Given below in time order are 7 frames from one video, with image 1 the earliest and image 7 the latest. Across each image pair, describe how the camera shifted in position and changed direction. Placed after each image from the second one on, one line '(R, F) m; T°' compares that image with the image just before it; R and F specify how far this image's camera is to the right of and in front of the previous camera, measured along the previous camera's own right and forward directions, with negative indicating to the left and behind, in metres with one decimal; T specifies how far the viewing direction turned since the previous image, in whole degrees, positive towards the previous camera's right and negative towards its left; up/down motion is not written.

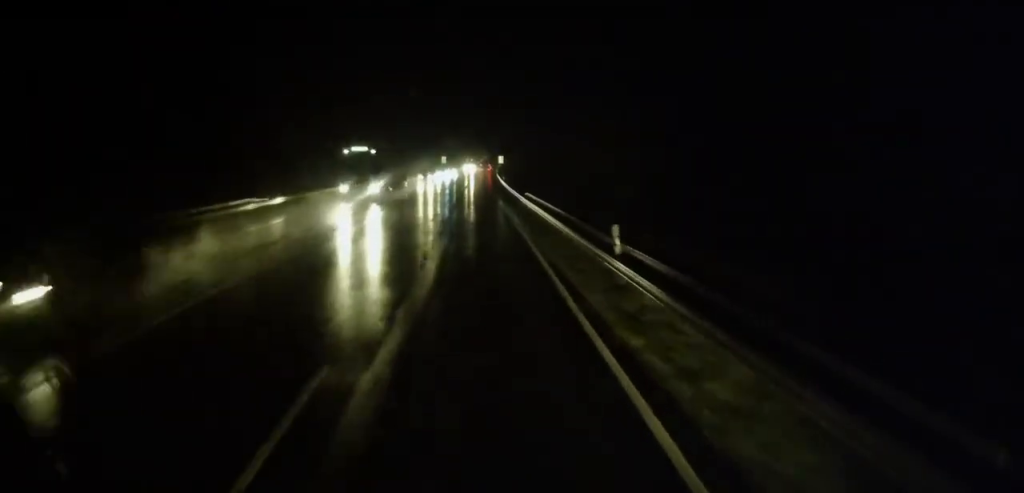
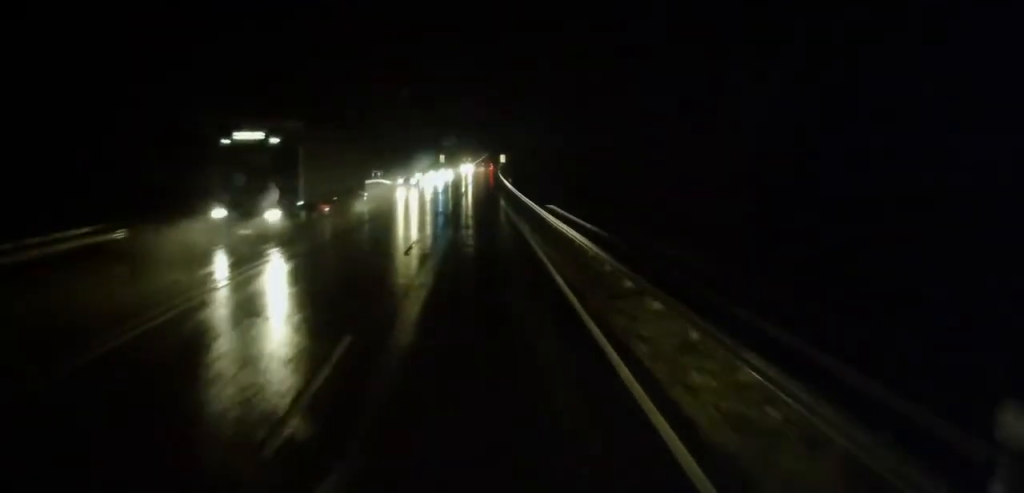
(0.0, +10.5) m; 0°
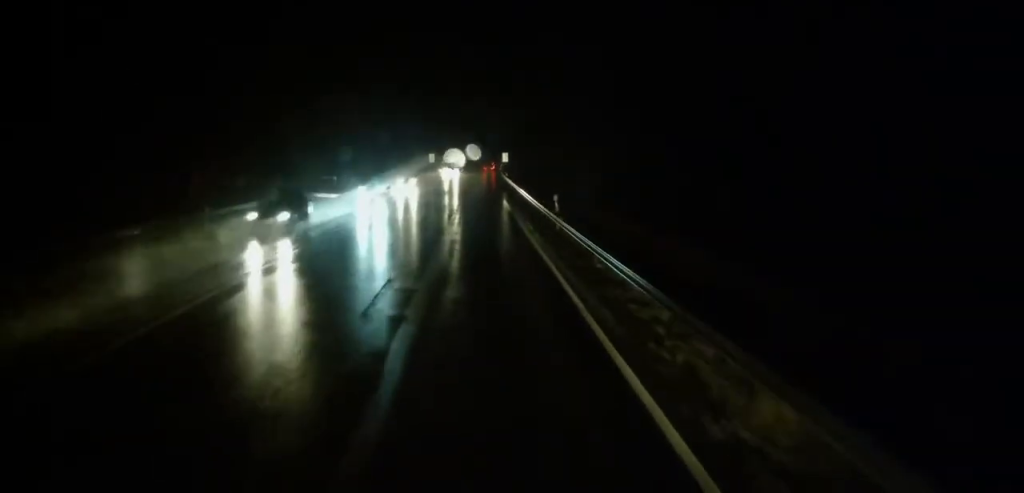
(+0.3, +30.7) m; +2°
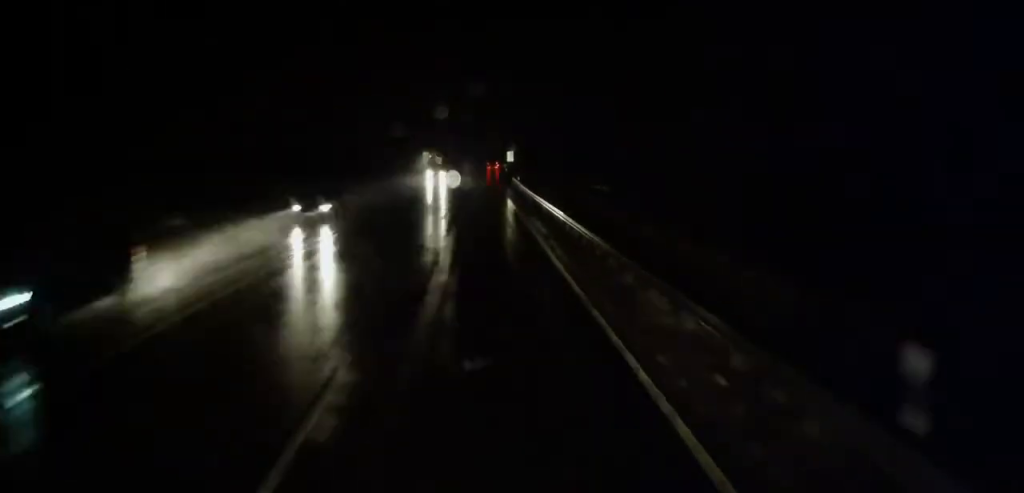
(+0.1, +18.6) m; 0°
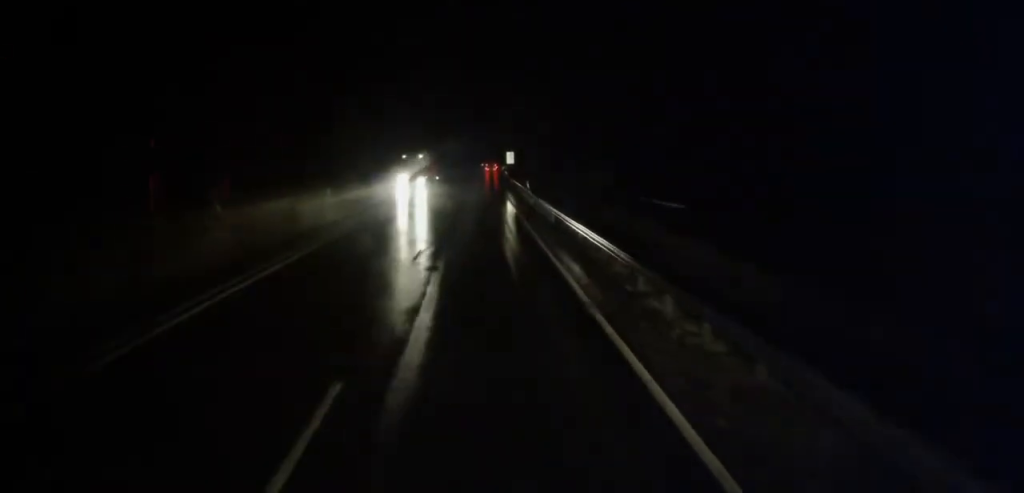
(-0.1, +12.8) m; 0°
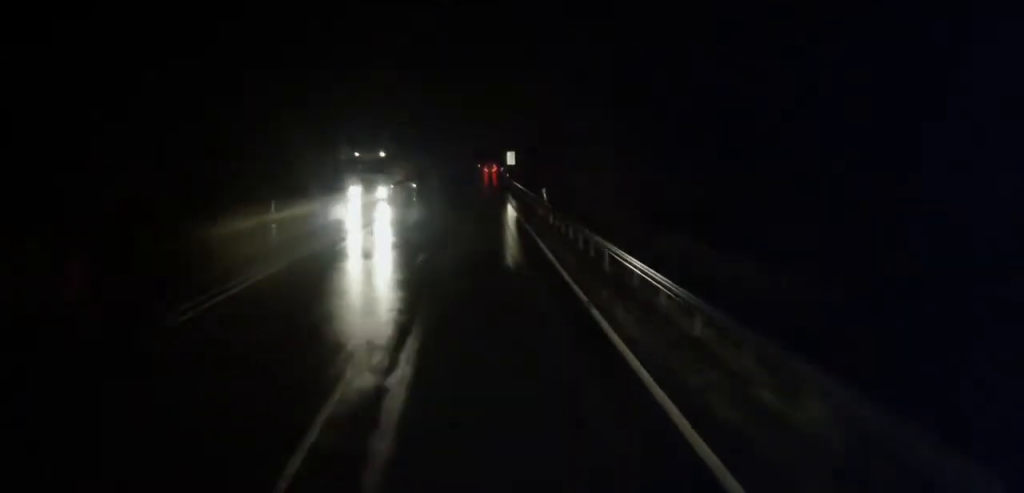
(0.0, +11.6) m; 0°
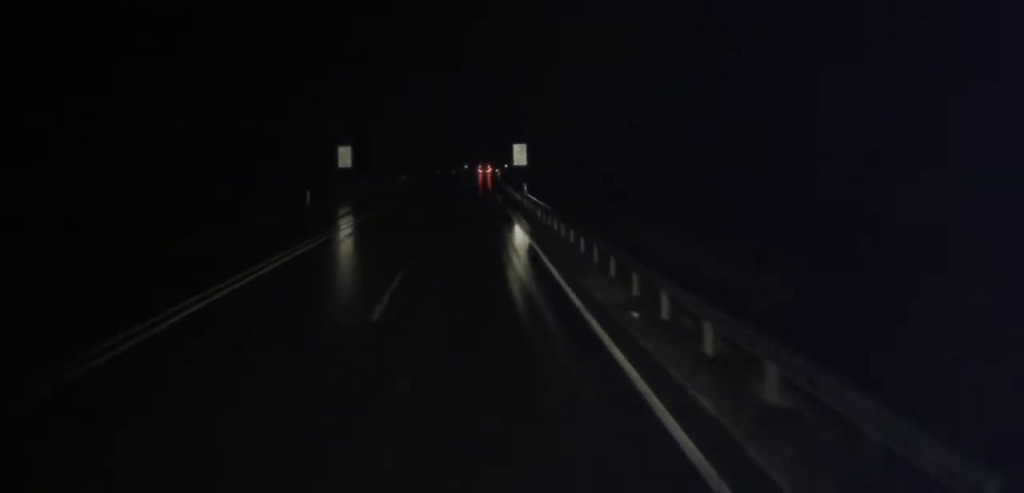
(+0.8, +40.7) m; +1°
